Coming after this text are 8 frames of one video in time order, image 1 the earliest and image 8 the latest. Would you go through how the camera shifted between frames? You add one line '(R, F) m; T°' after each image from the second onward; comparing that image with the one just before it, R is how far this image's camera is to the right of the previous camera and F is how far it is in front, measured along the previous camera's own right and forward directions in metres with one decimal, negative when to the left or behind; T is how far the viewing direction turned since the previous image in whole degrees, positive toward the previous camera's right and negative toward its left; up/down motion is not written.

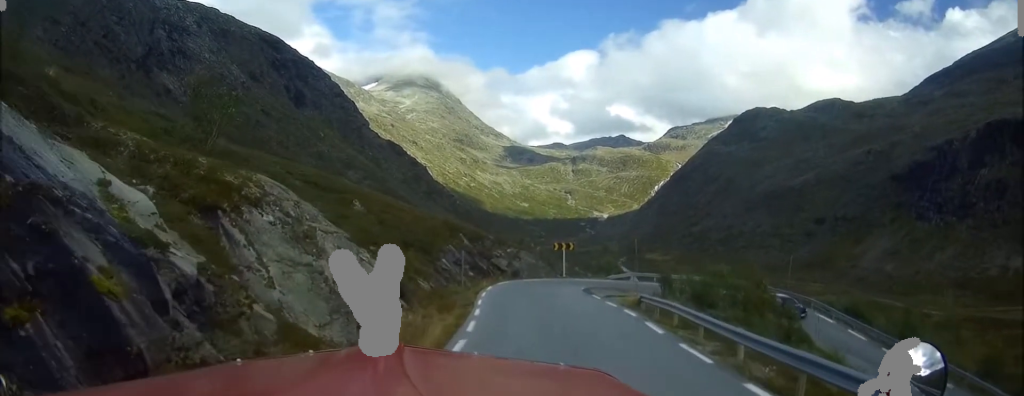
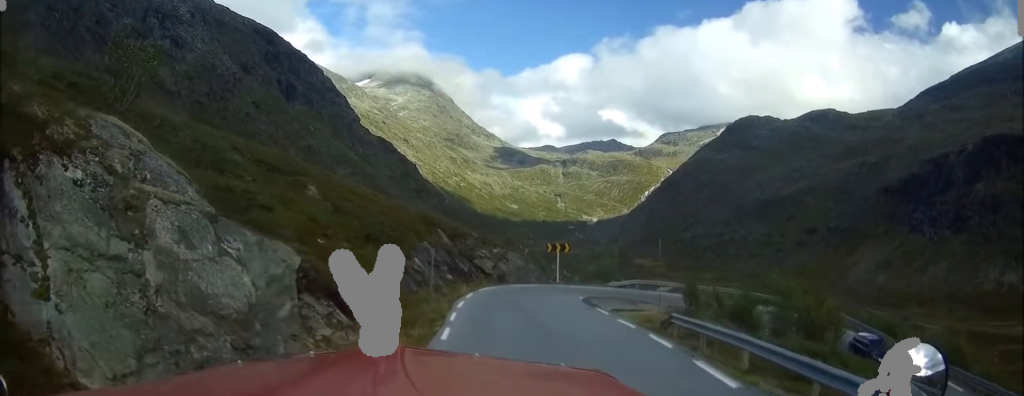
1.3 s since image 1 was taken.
(-0.1, +8.1) m; -1°
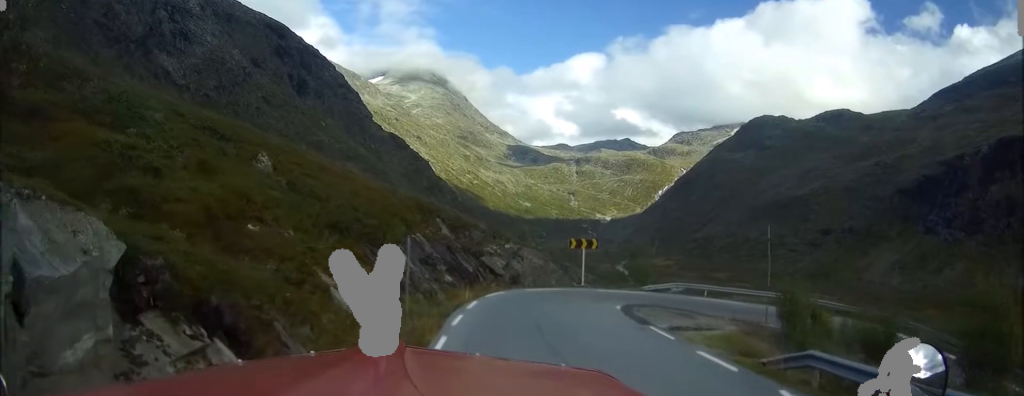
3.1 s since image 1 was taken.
(+0.2, +9.8) m; +4°
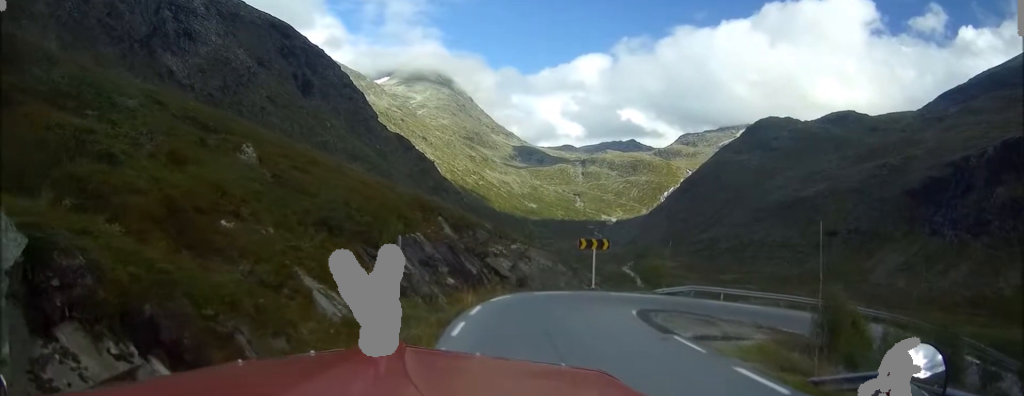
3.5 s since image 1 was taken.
(+0.1, +2.5) m; +1°
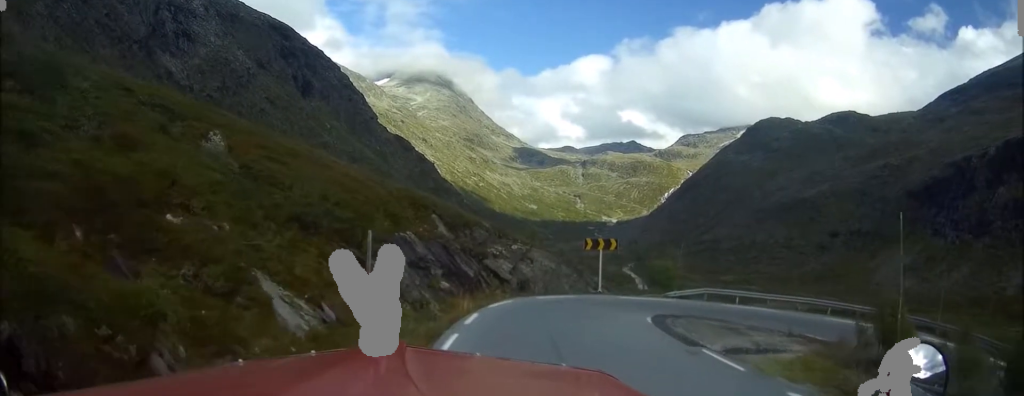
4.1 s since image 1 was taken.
(0.0, +3.1) m; 0°
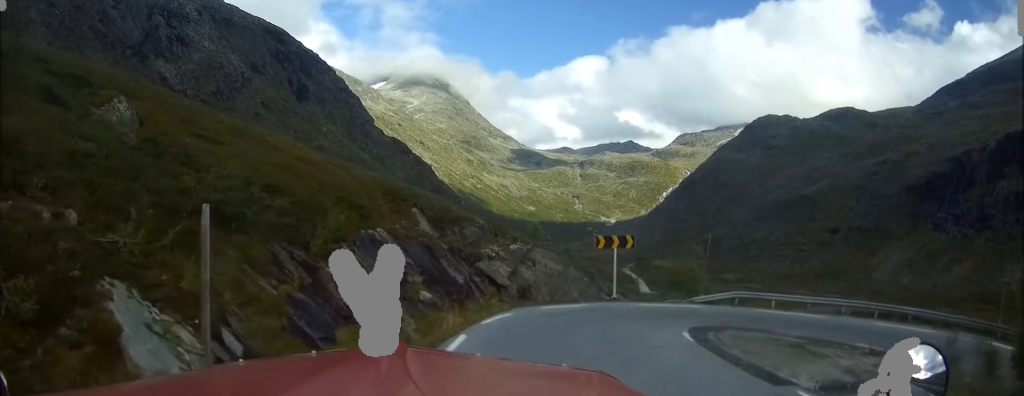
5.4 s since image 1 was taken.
(0.0, +6.2) m; +1°
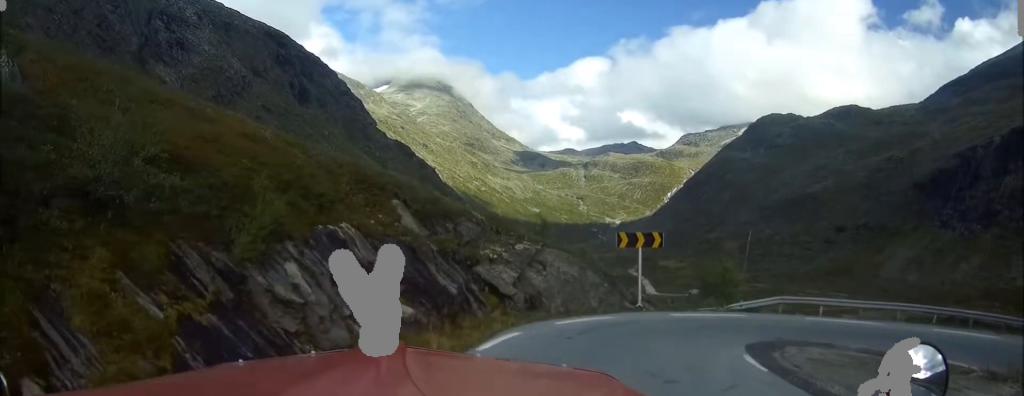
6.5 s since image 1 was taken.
(+0.1, +5.5) m; +2°
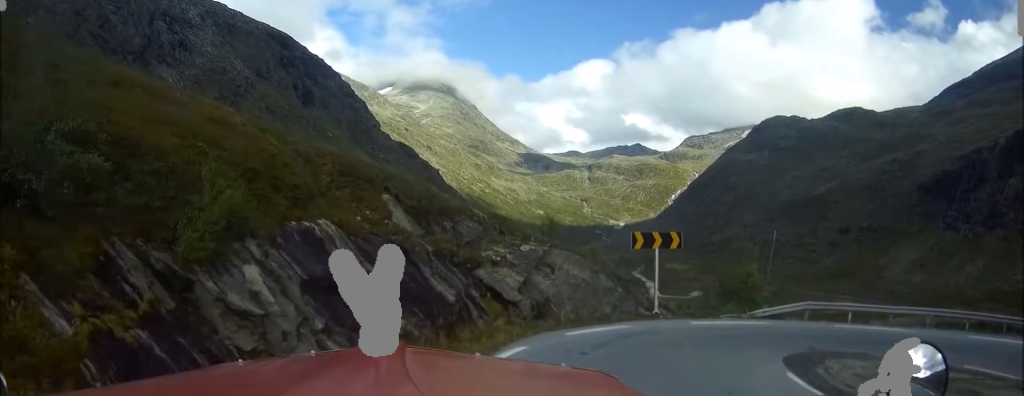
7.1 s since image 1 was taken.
(0.0, +2.5) m; +3°
